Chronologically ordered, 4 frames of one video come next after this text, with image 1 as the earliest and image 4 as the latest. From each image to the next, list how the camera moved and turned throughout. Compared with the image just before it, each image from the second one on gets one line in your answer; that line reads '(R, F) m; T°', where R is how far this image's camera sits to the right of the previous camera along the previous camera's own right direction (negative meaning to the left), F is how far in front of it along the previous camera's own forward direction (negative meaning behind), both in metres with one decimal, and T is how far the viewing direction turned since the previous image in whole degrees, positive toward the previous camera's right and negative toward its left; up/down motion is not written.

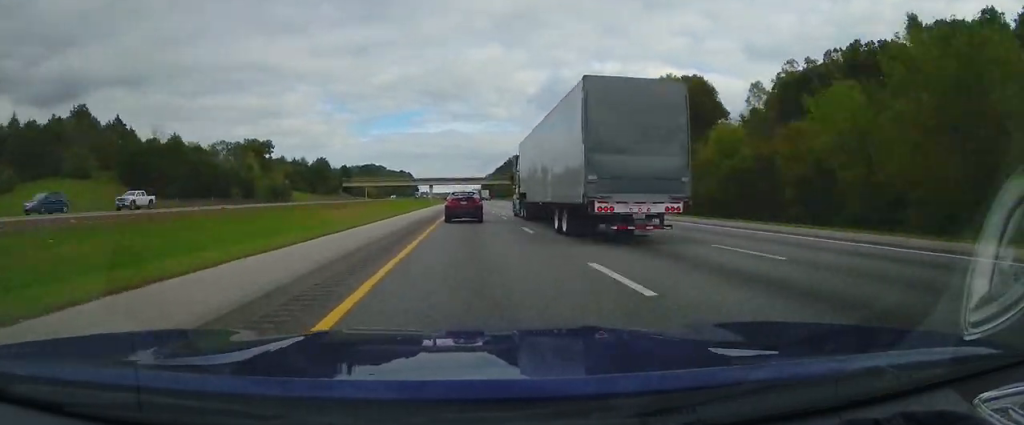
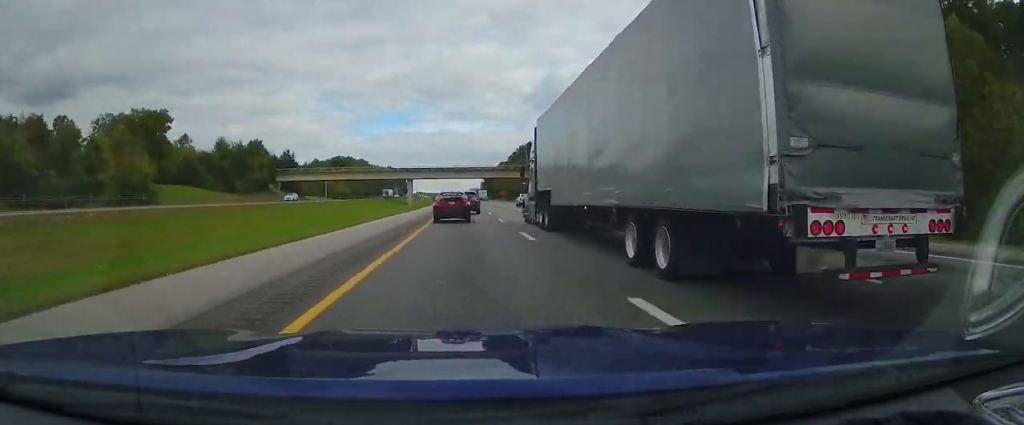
(-0.4, +89.3) m; 0°
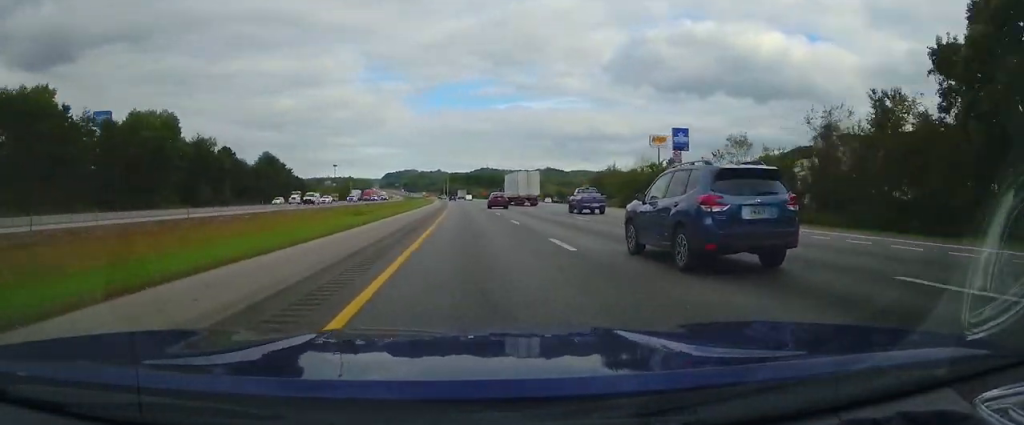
(-36.6, +925.3) m; -8°
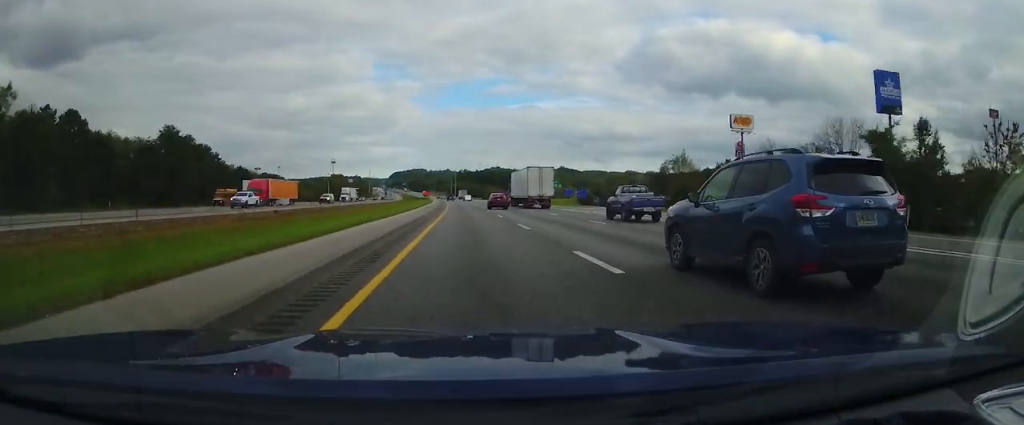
(-1.4, +66.1) m; -1°
